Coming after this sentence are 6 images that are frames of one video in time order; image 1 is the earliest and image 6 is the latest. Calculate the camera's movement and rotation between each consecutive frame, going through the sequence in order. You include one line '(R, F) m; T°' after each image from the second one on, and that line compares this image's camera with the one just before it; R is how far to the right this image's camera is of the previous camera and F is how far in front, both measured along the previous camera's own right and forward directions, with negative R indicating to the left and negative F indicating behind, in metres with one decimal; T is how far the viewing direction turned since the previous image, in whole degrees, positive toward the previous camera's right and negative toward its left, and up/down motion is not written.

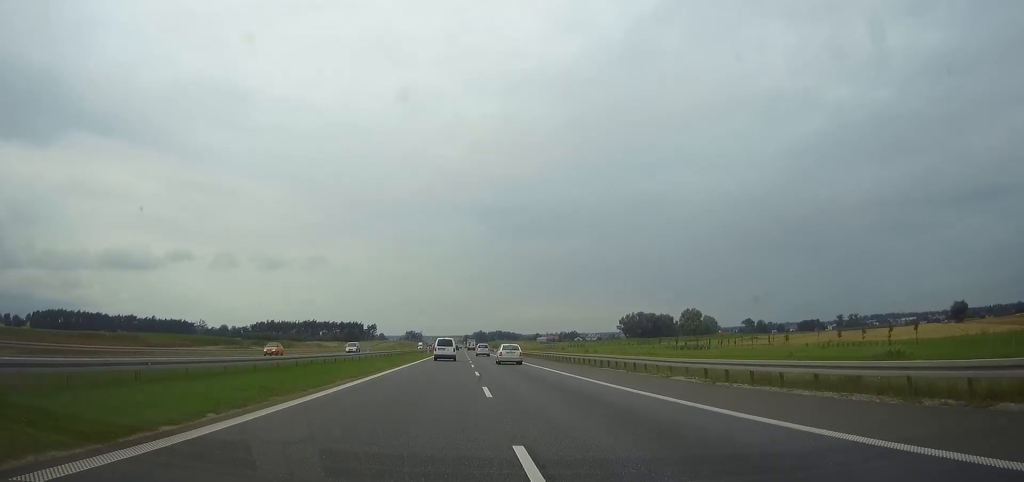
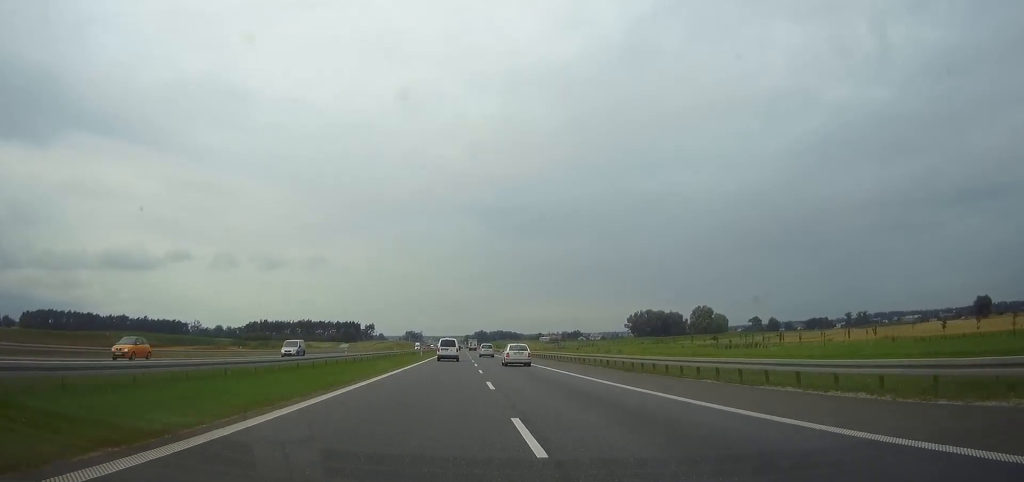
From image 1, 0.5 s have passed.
(0.0, +20.6) m; 0°
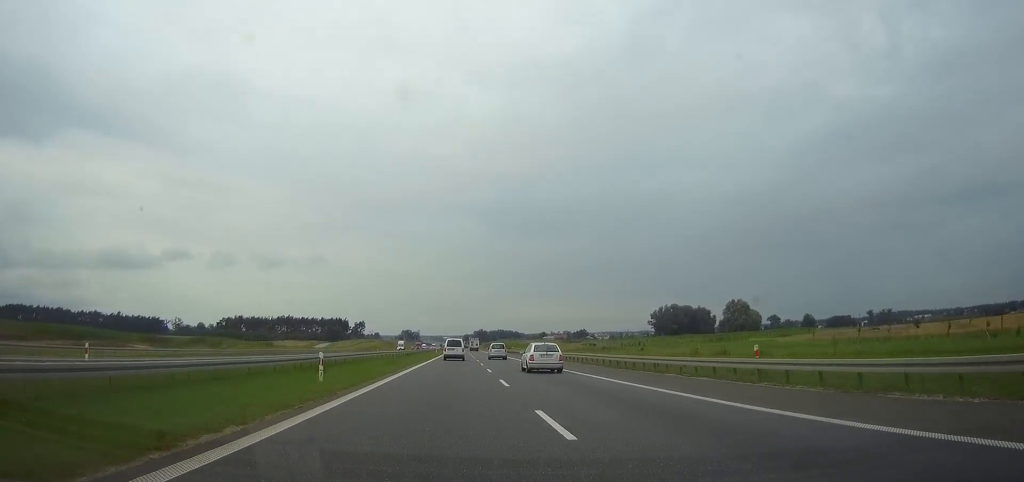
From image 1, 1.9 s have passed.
(0.0, +58.2) m; 0°
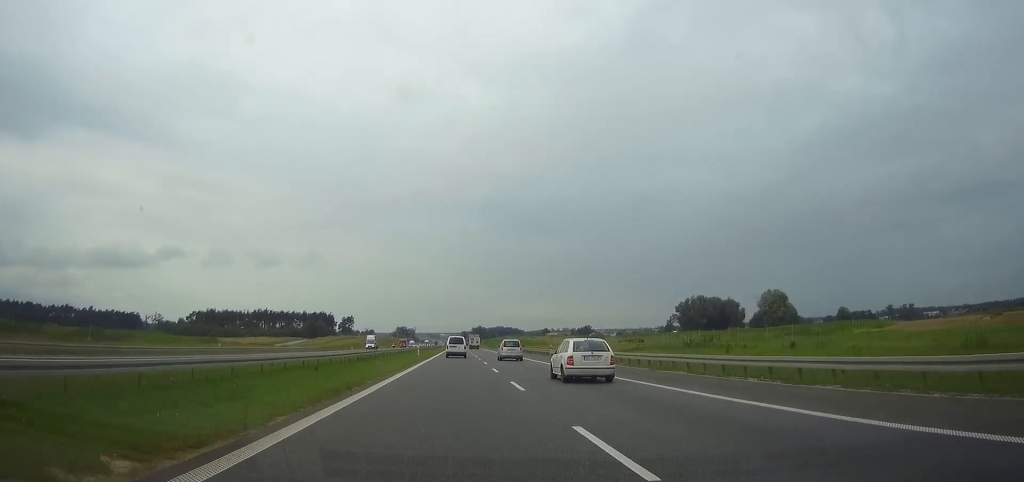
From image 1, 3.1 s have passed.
(+0.1, +50.2) m; 0°
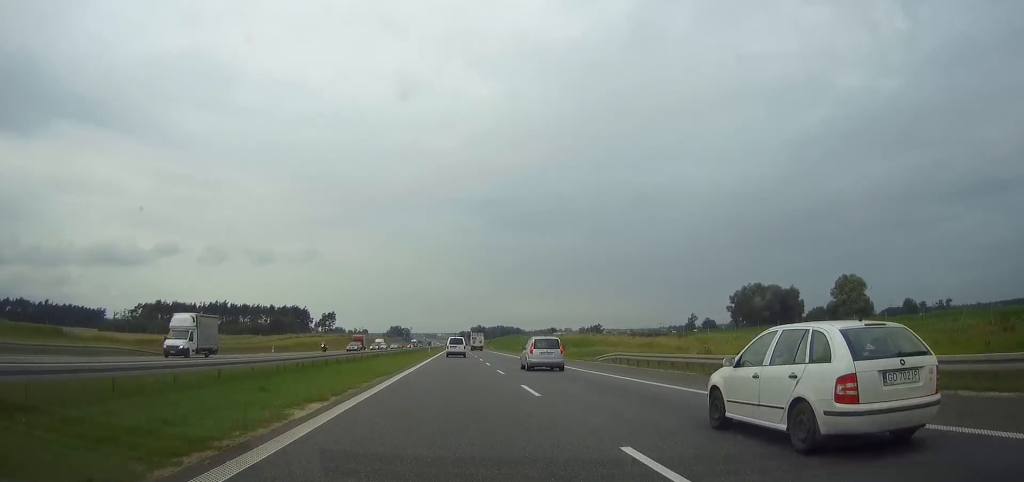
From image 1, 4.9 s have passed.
(+0.1, +73.6) m; 0°
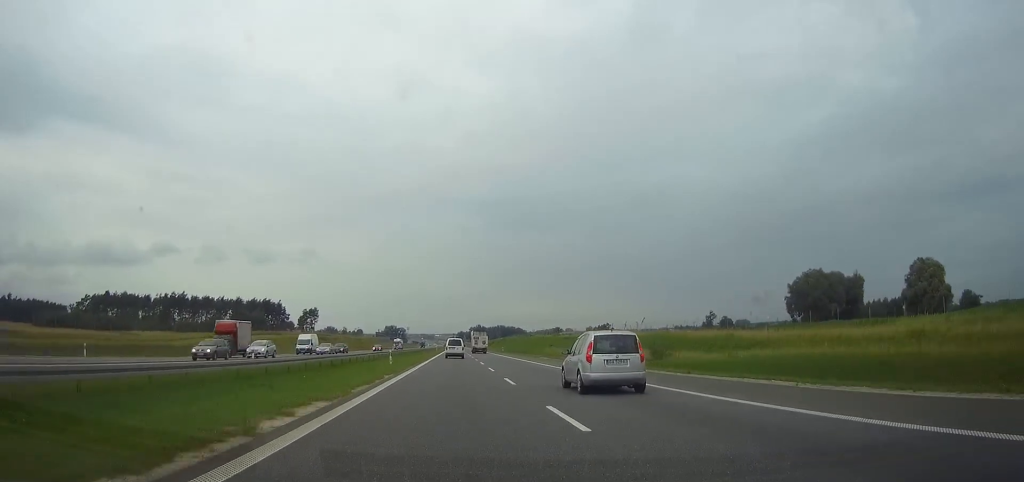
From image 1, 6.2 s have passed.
(+0.1, +53.3) m; 0°
